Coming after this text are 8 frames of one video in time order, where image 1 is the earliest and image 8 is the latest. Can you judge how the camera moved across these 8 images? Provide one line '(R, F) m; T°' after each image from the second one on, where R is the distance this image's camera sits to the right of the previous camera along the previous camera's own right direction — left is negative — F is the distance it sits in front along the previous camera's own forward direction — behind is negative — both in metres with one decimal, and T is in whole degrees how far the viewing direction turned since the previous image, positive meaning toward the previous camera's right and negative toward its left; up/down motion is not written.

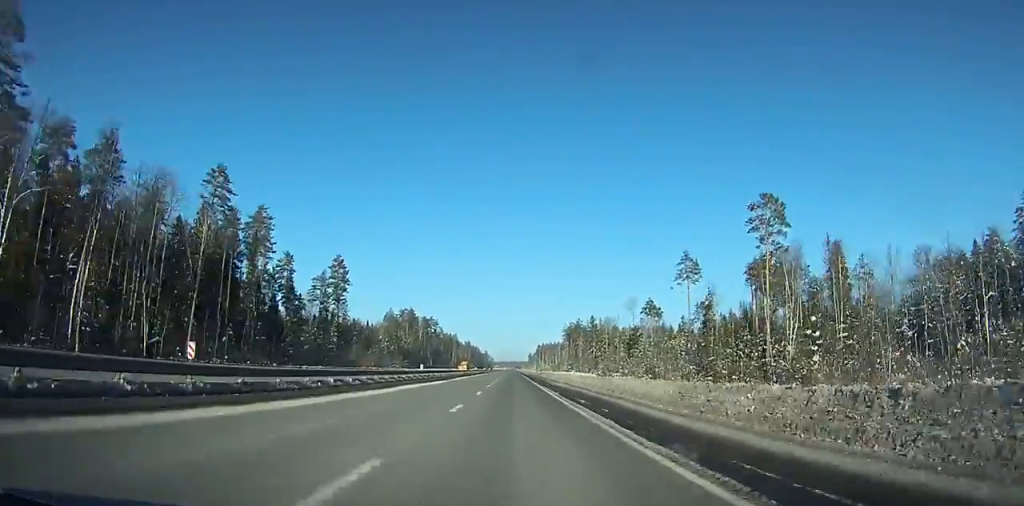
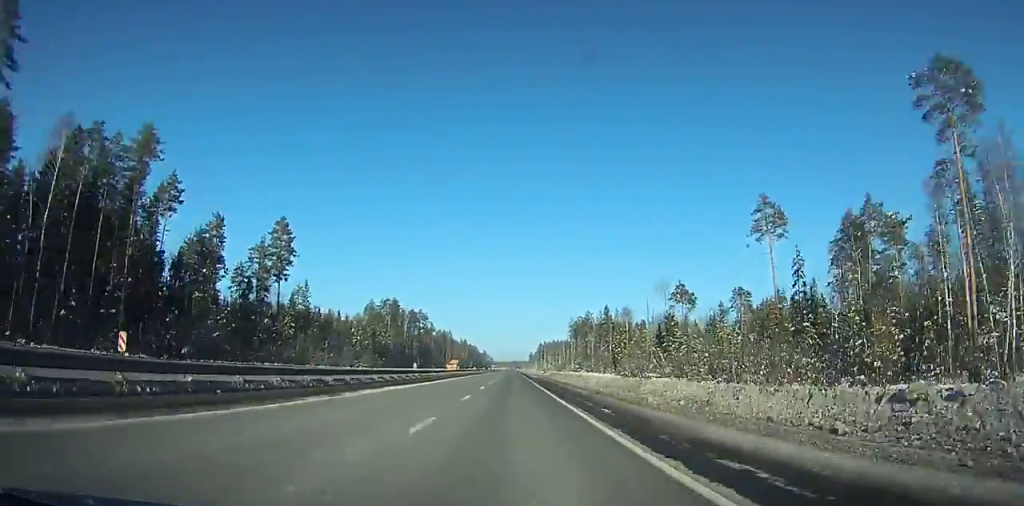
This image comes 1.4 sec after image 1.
(+0.1, +41.0) m; 0°
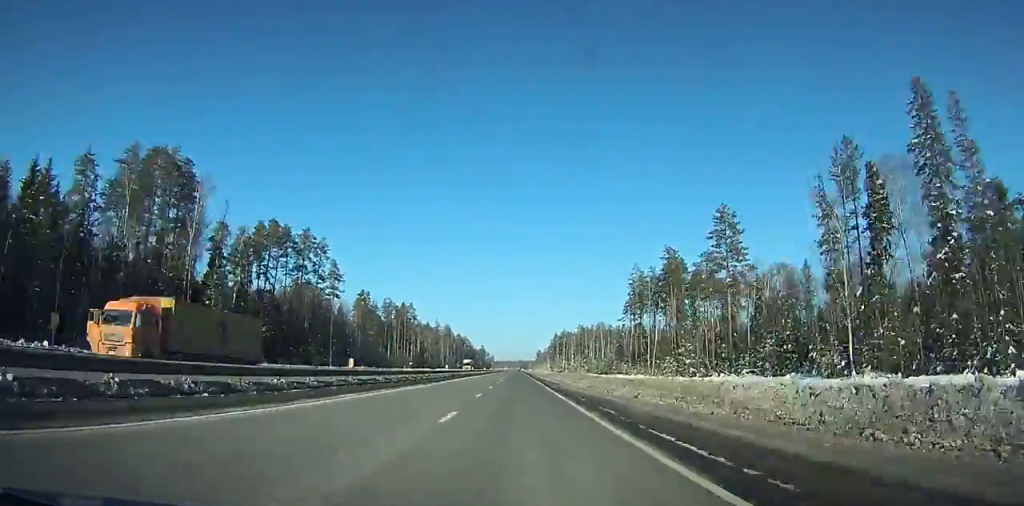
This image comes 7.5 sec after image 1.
(+0.3, +178.2) m; 0°
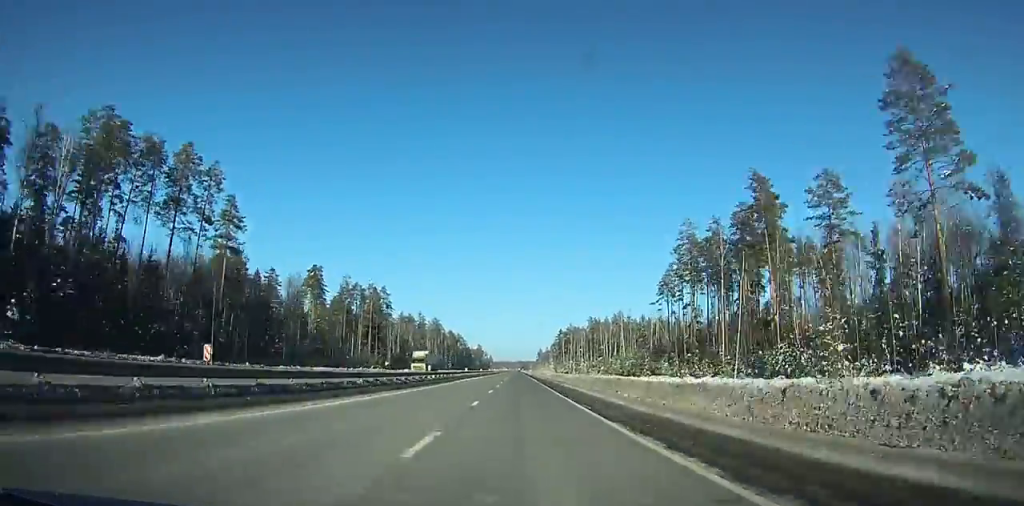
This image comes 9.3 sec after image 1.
(-0.2, +51.8) m; 0°
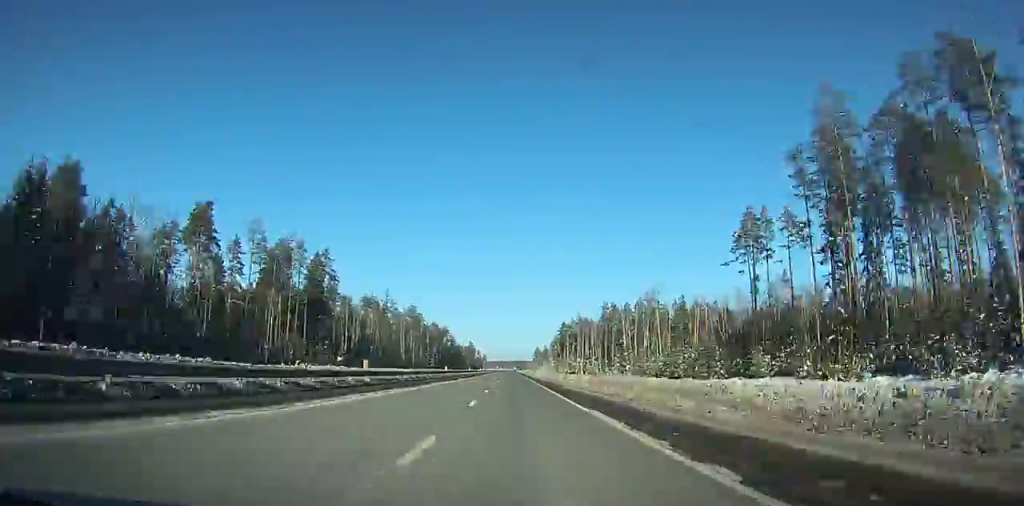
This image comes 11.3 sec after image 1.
(0.0, +56.7) m; 0°
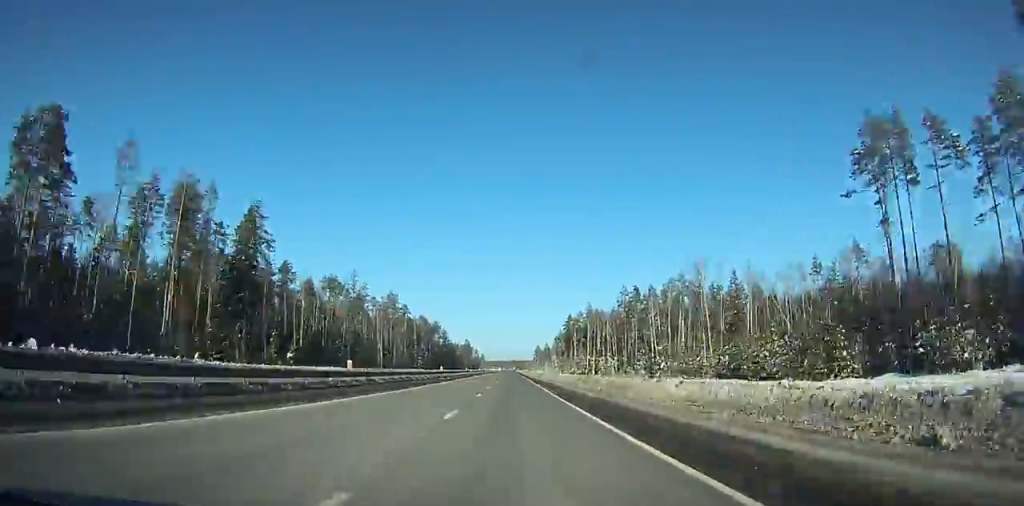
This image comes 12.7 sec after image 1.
(+0.1, +39.1) m; 0°
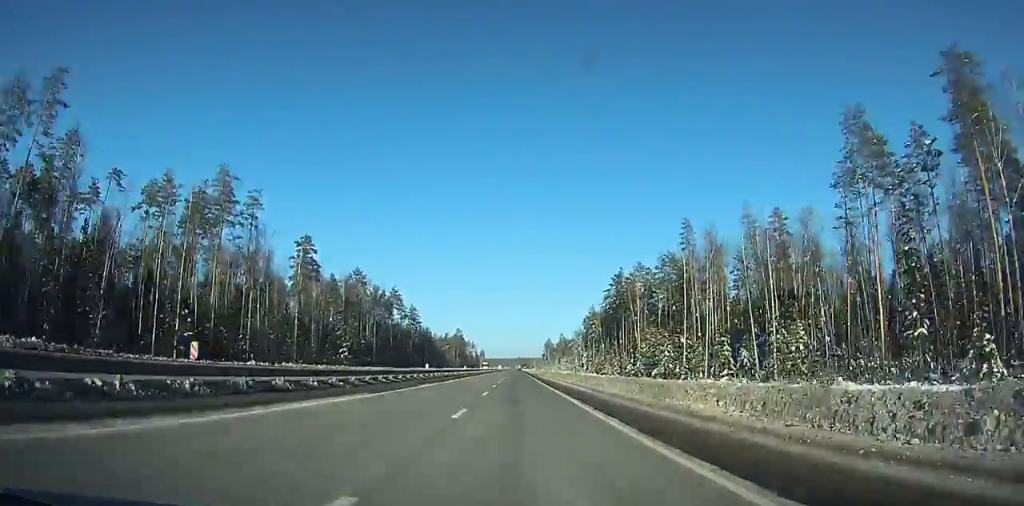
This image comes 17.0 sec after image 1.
(-0.2, +118.5) m; 0°
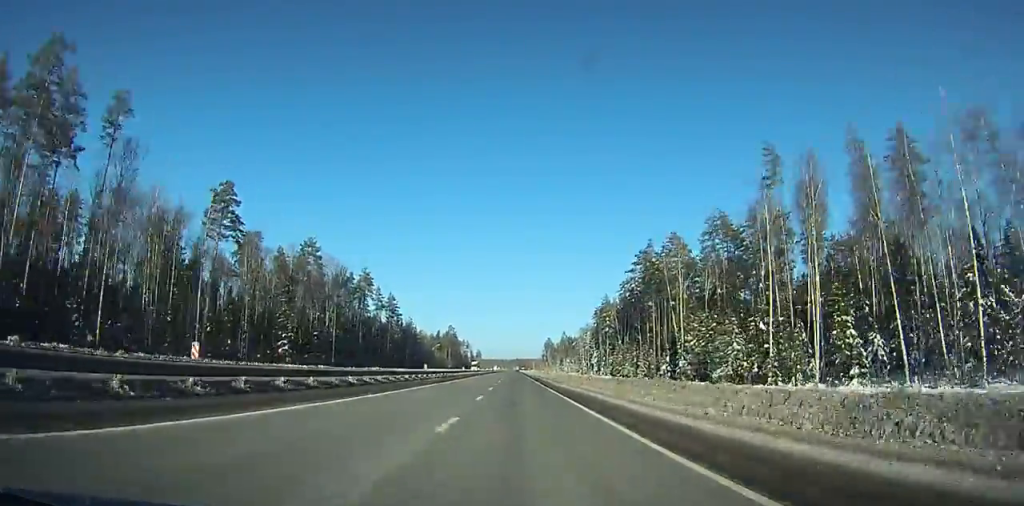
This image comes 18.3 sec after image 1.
(+0.1, +37.0) m; 0°
